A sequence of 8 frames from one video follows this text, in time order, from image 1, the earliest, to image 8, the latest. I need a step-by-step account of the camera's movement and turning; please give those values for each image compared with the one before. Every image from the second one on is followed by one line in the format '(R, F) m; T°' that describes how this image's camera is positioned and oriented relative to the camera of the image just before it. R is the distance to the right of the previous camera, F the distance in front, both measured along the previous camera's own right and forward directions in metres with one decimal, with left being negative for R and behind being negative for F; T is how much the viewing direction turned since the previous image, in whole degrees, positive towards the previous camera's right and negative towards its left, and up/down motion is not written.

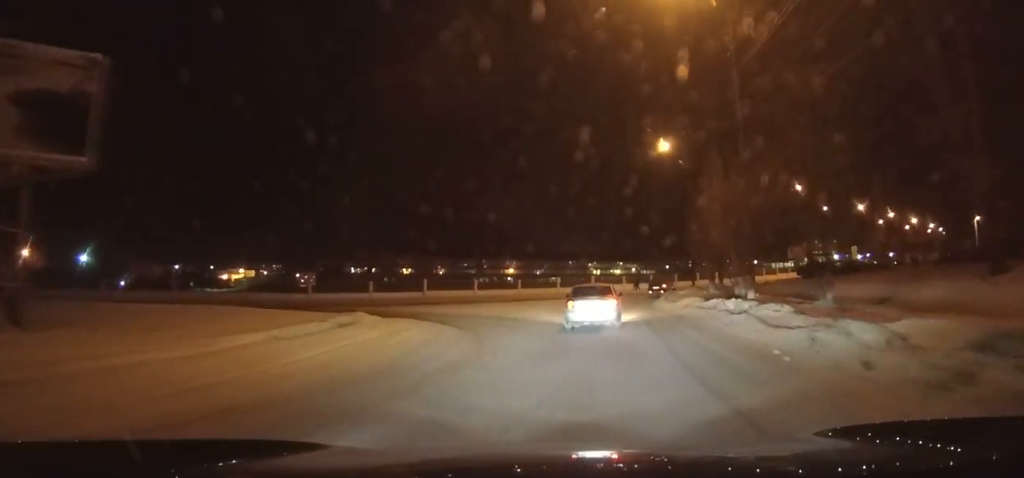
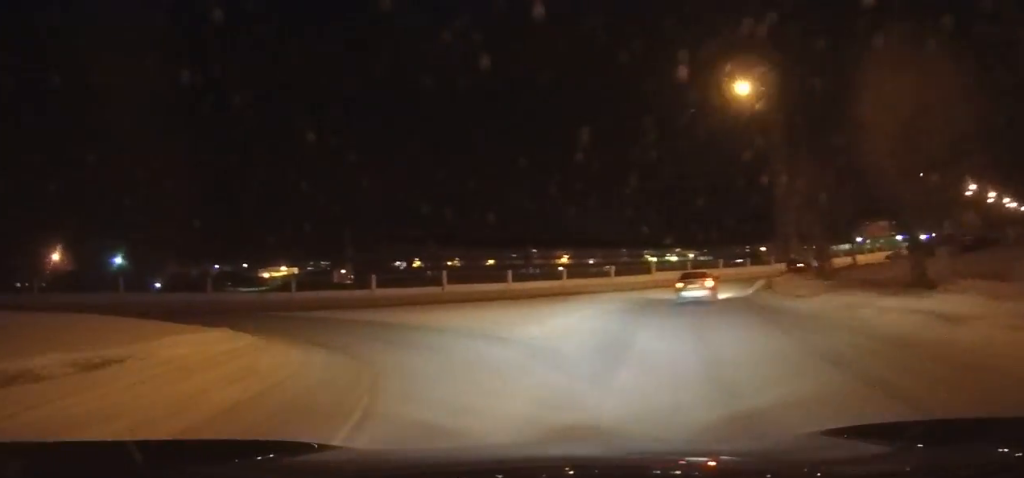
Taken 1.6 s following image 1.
(+0.6, +8.1) m; -11°
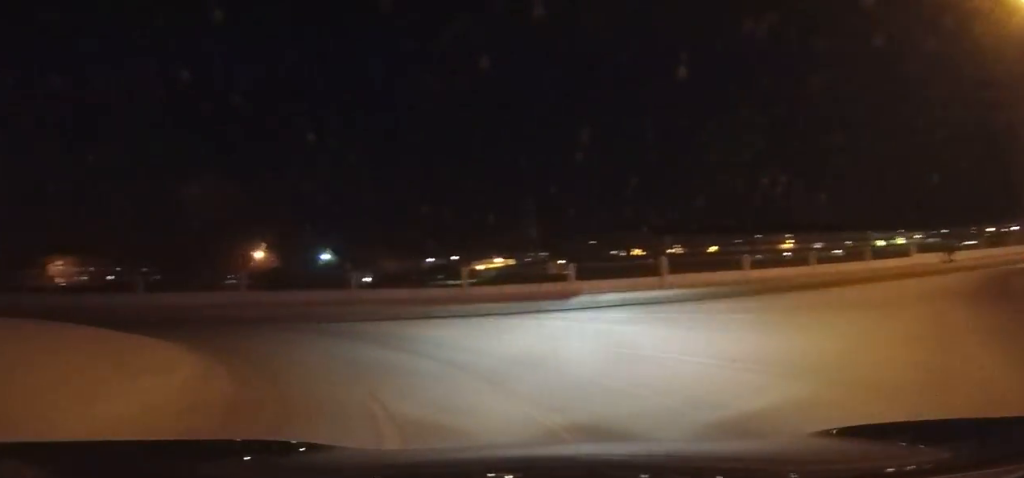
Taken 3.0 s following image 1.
(-1.2, +6.9) m; -13°
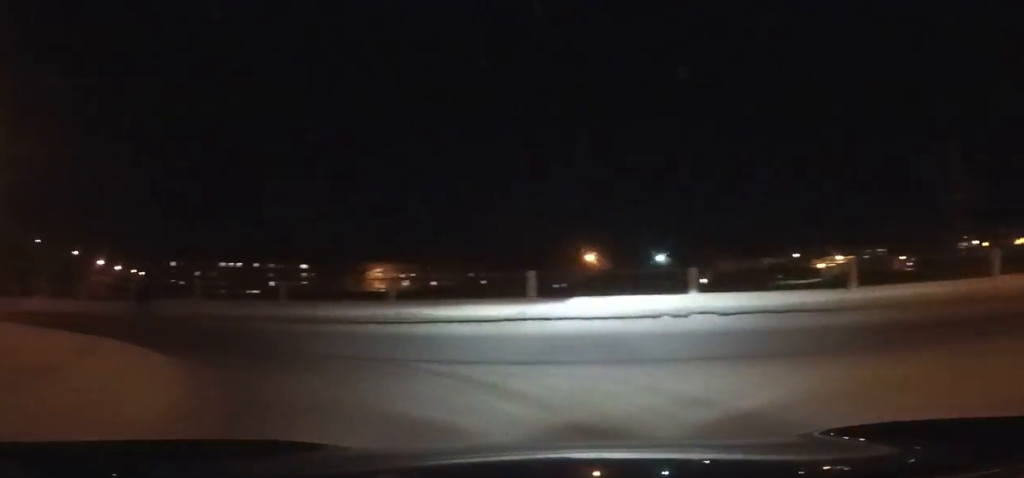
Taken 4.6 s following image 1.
(-1.1, +8.4) m; -17°
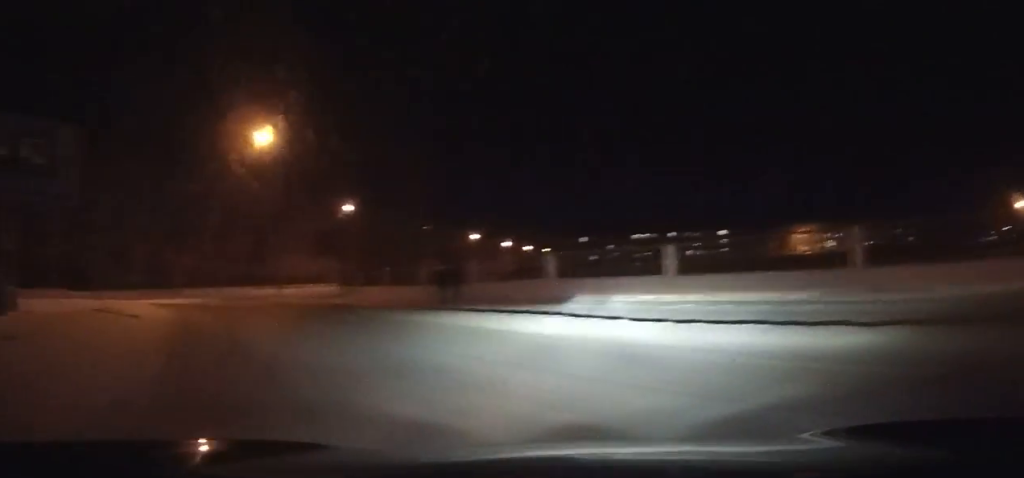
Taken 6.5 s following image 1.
(-2.1, +10.4) m; -25°
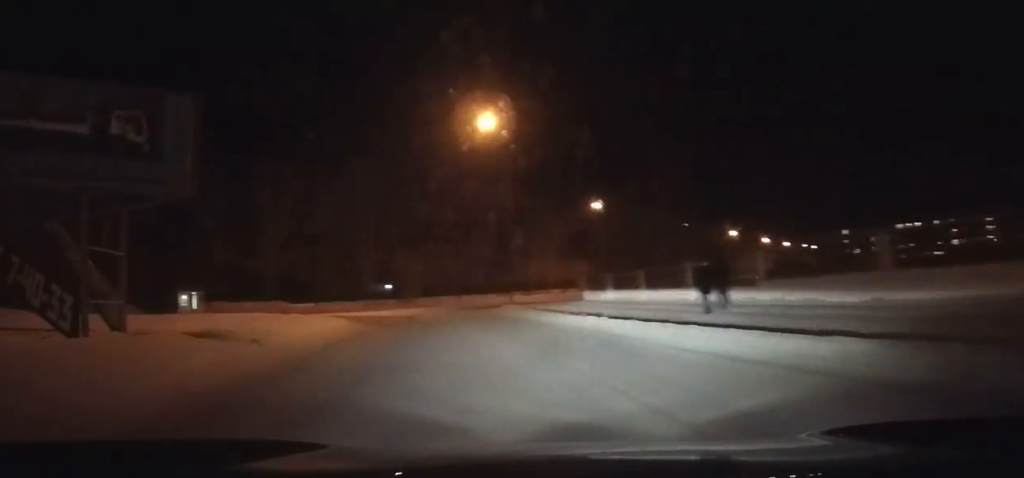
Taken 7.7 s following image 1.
(+1.0, +6.9) m; -17°
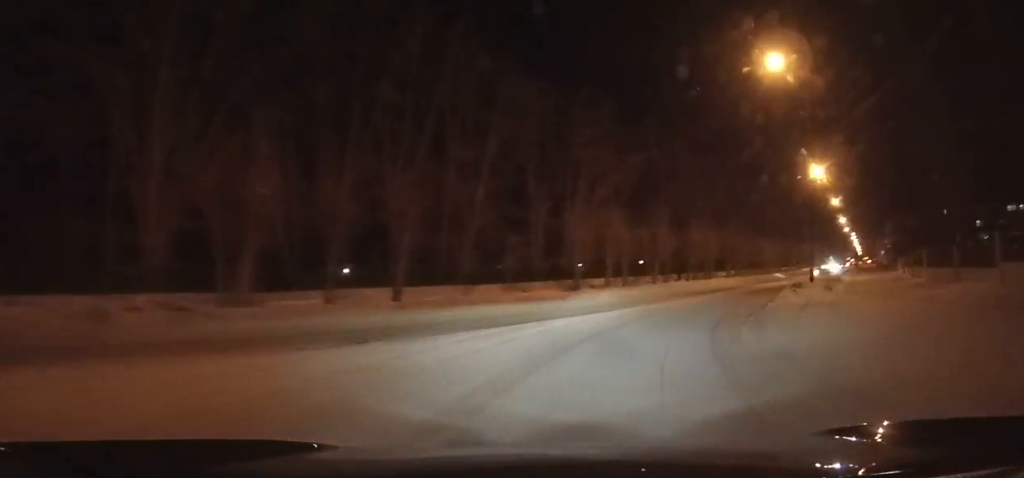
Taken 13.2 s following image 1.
(-19.0, +41.7) m; -20°
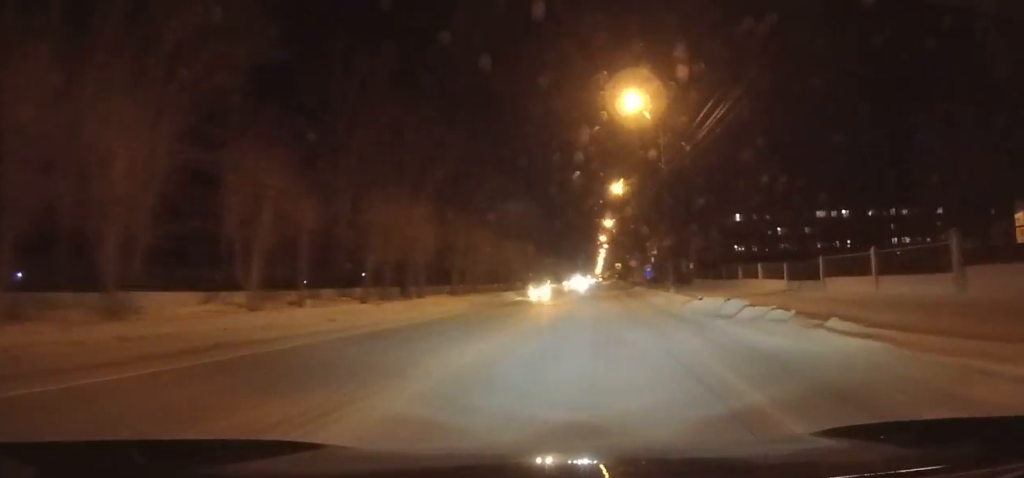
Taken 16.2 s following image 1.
(+3.5, +35.1) m; +10°
